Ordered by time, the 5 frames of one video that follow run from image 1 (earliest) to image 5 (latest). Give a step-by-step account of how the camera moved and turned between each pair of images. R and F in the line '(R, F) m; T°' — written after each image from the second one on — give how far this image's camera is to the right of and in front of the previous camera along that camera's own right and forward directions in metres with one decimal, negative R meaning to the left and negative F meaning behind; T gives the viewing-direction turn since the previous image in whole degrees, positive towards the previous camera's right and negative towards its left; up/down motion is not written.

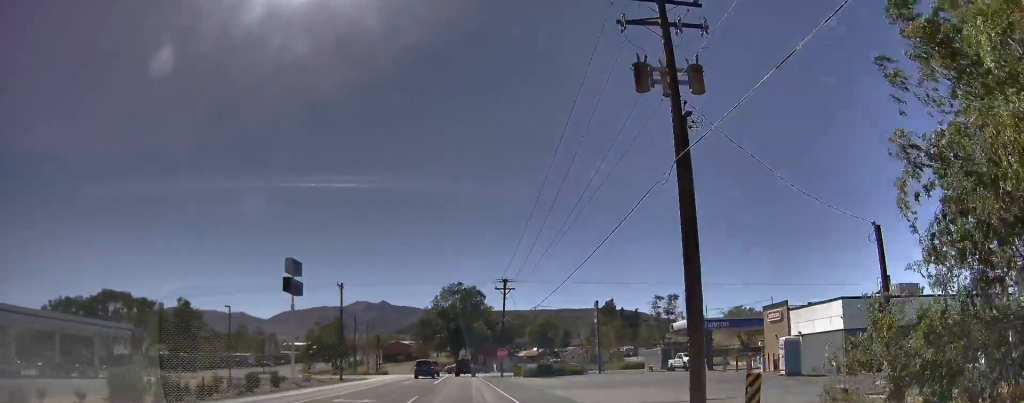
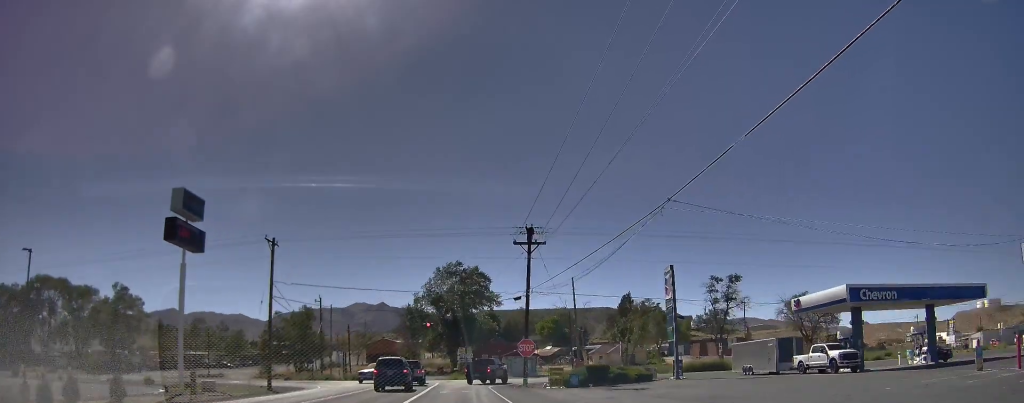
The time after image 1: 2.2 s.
(0.0, +29.3) m; 0°
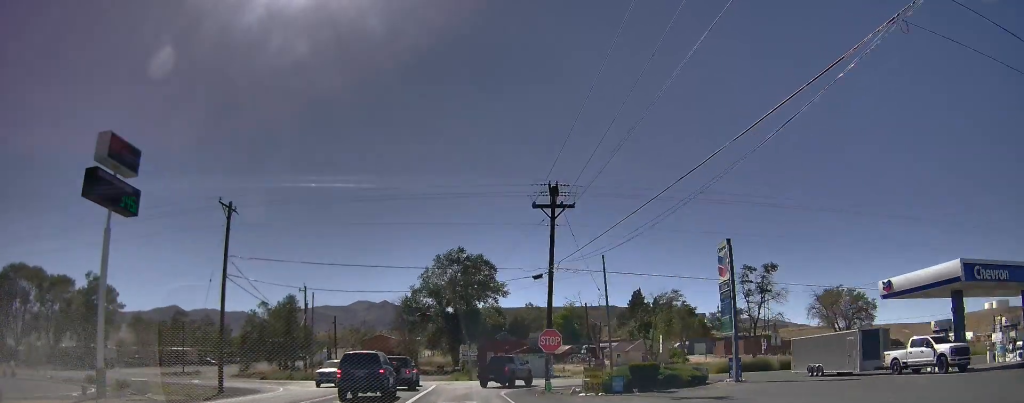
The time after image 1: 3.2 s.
(0.0, +11.1) m; 0°
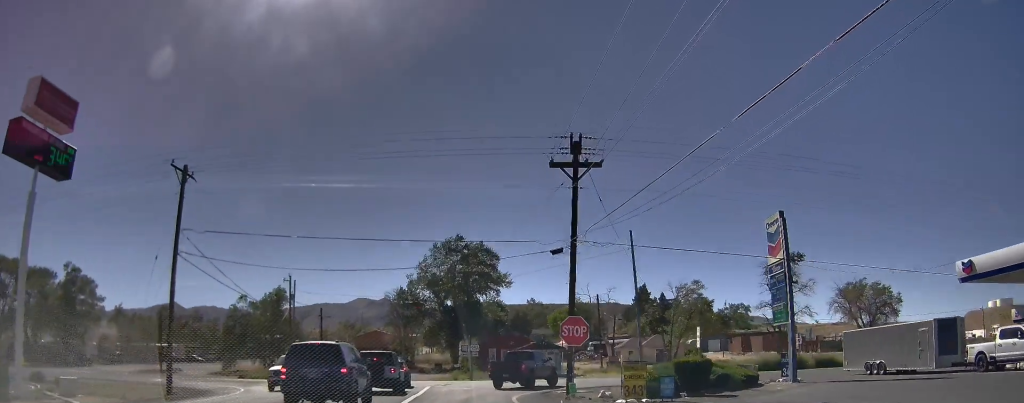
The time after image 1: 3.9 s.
(0.0, +7.8) m; 0°
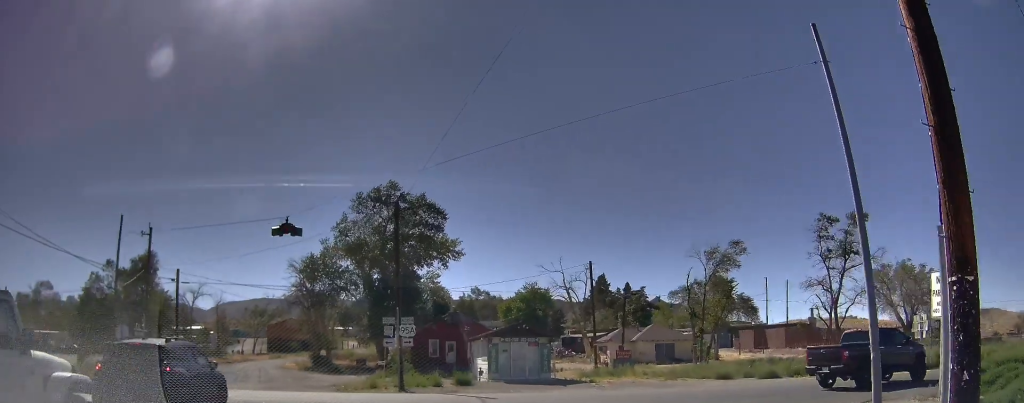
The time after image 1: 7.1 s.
(-0.8, +26.3) m; -10°
